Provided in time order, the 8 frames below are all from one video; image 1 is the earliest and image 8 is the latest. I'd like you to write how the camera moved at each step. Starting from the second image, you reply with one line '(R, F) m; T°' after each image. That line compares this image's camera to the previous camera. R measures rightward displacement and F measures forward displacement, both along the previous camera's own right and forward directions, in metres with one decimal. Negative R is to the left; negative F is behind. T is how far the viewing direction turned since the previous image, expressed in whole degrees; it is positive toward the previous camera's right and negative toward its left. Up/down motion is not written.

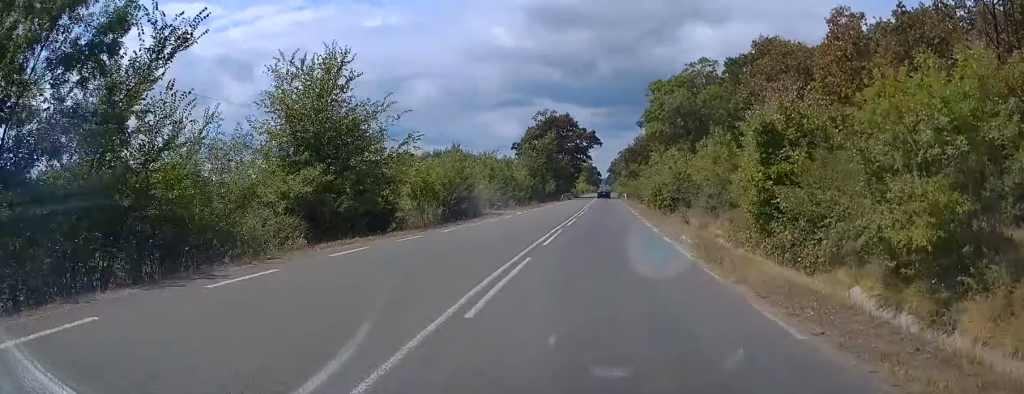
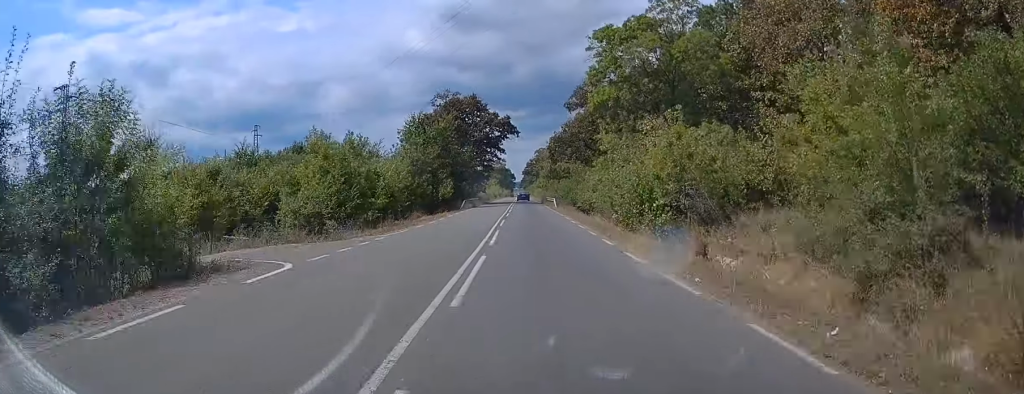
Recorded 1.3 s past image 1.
(+1.7, +25.6) m; +7°
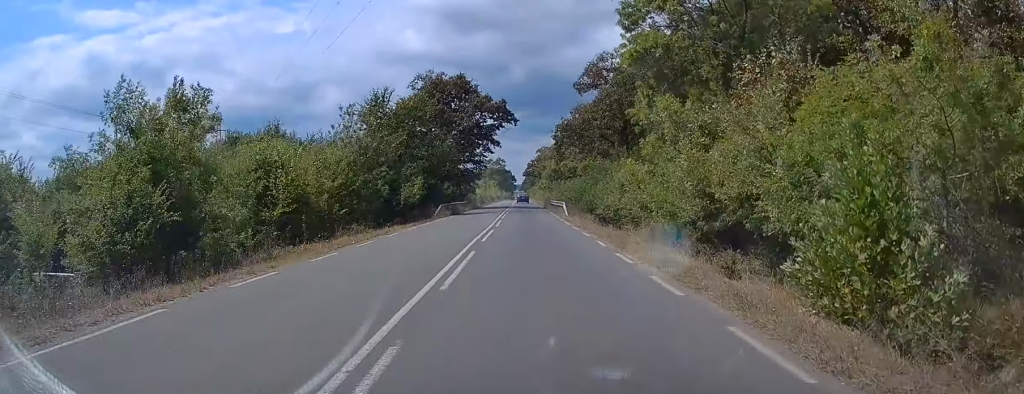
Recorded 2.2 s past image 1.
(+0.6, +16.3) m; +2°
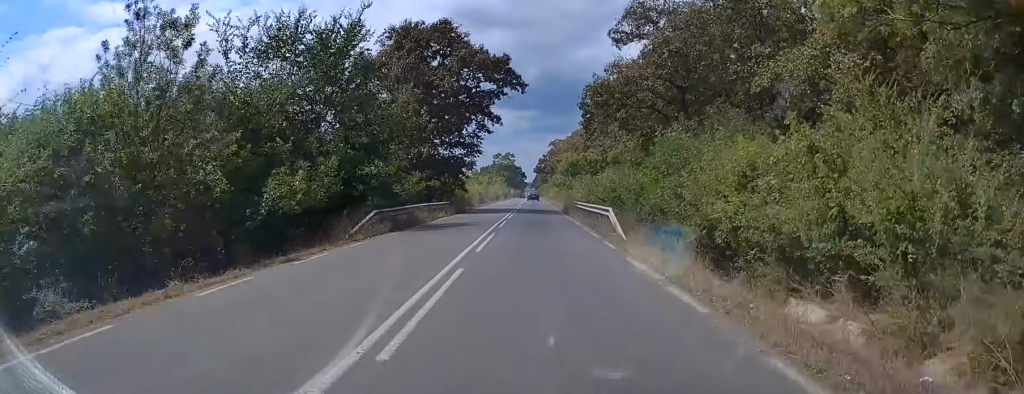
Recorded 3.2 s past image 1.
(0.0, +21.4) m; -1°
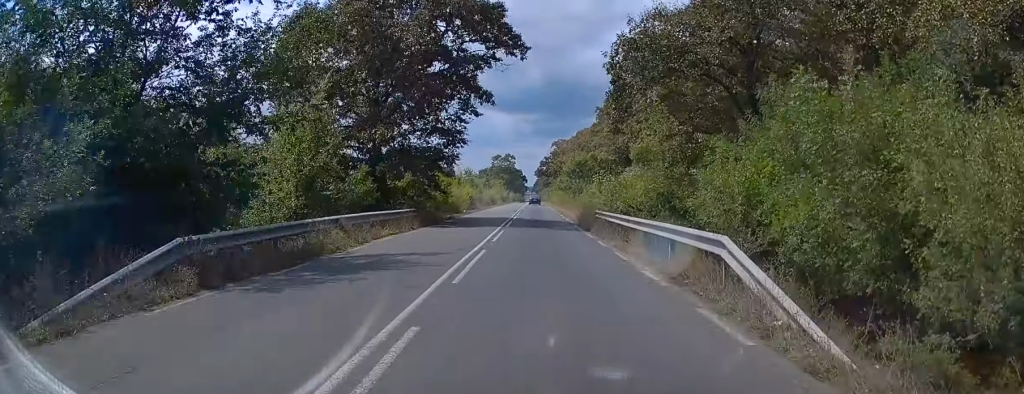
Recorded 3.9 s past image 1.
(-0.3, +13.6) m; 0°
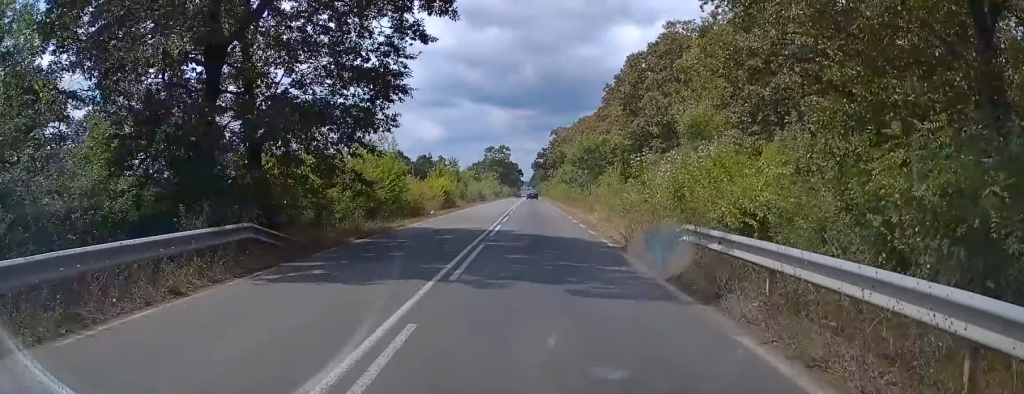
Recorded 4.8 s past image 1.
(+0.1, +17.8) m; +1°
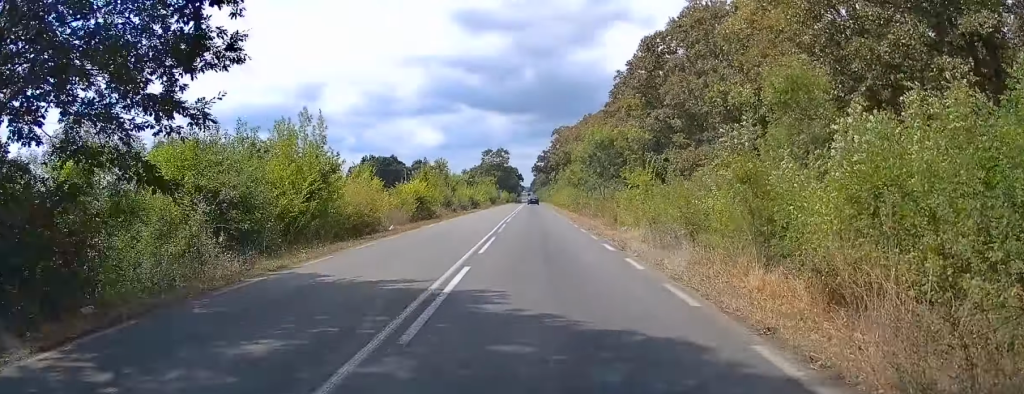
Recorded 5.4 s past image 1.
(+0.1, +12.4) m; 0°
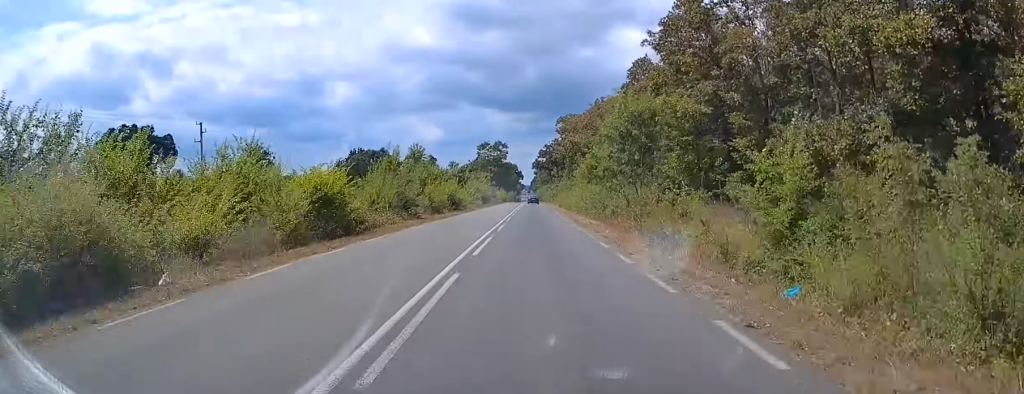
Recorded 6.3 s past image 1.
(0.0, +18.9) m; 0°
